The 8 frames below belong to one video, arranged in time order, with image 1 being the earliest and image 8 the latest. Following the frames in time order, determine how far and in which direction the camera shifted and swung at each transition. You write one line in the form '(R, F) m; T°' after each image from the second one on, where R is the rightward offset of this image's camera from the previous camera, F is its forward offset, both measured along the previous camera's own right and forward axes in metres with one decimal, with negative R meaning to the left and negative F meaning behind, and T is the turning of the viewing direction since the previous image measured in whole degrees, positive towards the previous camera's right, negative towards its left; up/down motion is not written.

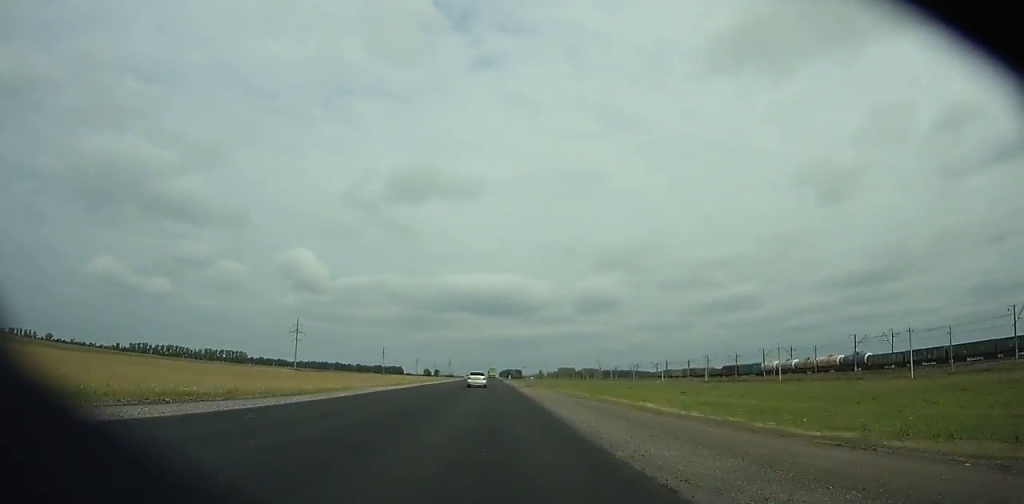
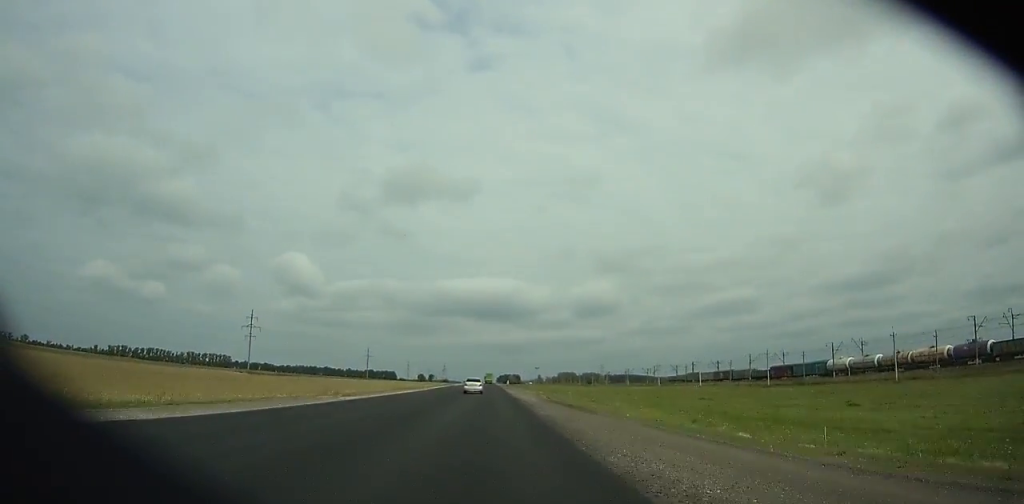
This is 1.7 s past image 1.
(+1.8, +42.2) m; +2°
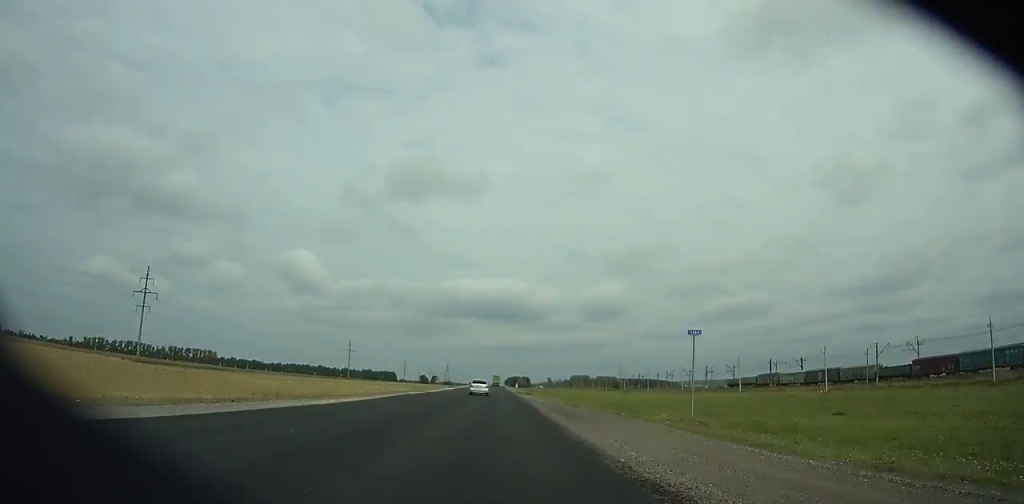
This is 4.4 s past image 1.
(+0.1, +67.1) m; 0°
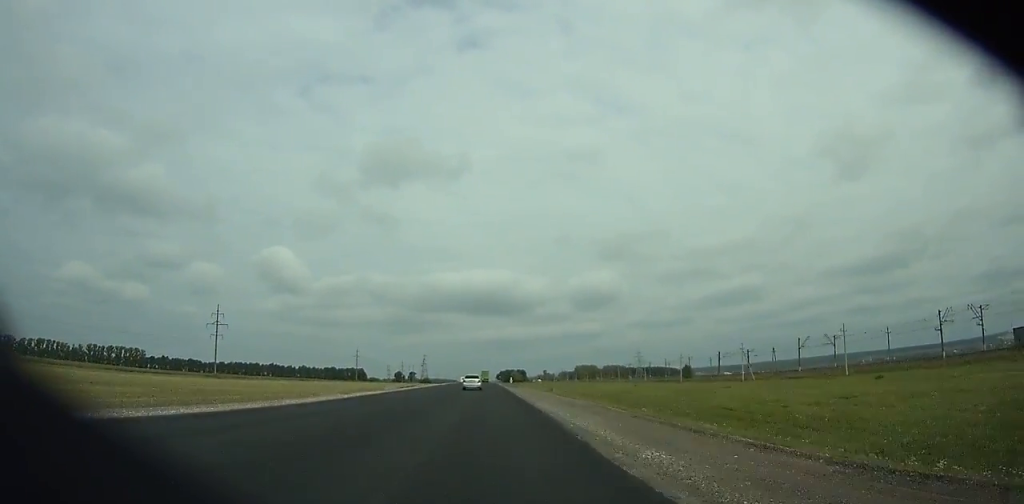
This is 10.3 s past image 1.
(+0.2, +143.6) m; 0°
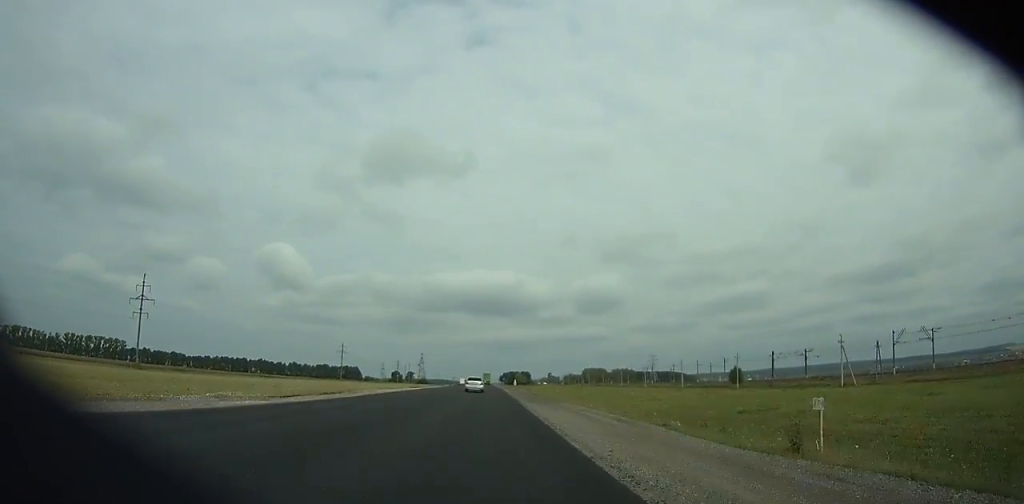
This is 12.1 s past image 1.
(+0.1, +42.6) m; 0°
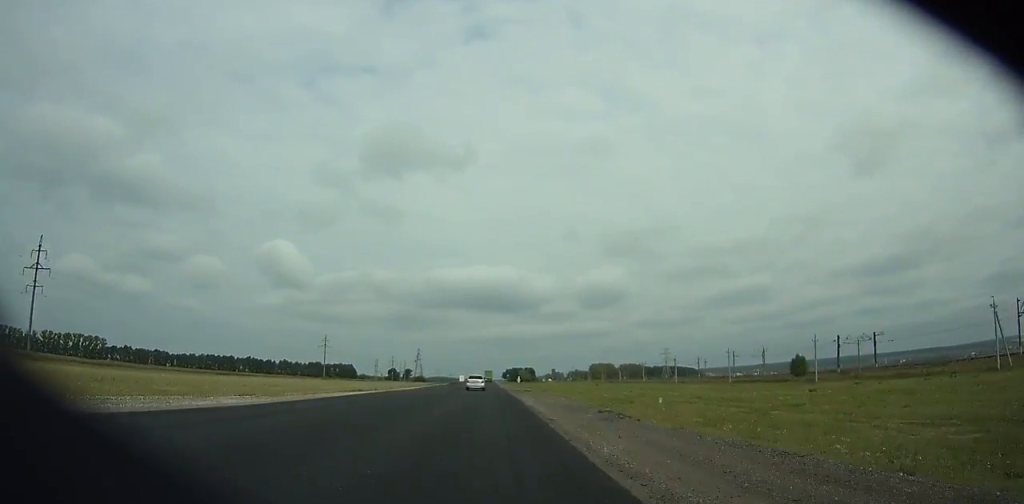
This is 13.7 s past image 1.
(-0.1, +37.1) m; 0°
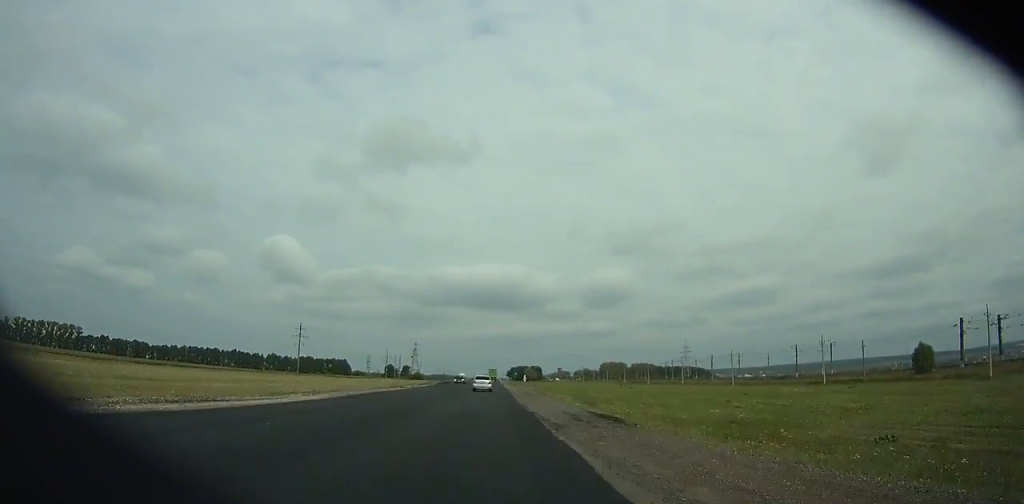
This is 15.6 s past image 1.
(-0.1, +43.7) m; 0°
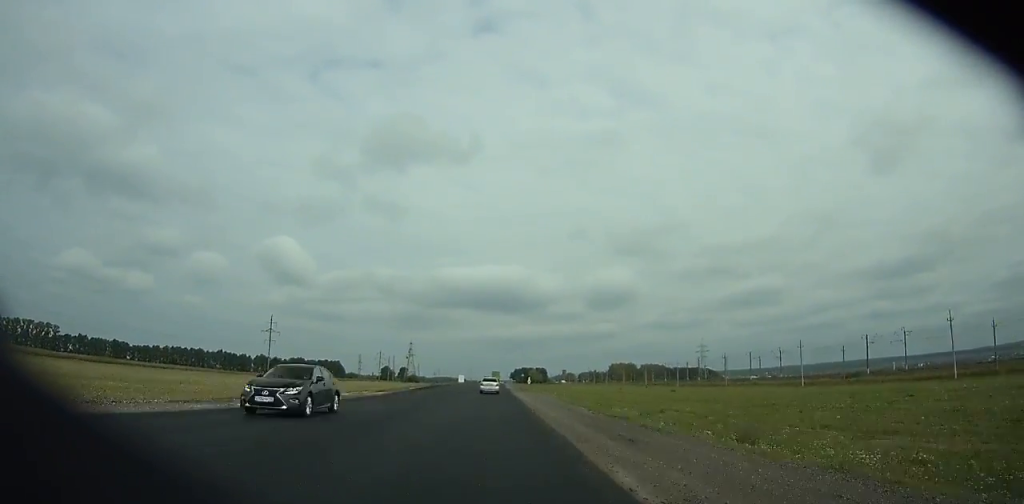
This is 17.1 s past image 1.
(-0.1, +33.5) m; 0°
